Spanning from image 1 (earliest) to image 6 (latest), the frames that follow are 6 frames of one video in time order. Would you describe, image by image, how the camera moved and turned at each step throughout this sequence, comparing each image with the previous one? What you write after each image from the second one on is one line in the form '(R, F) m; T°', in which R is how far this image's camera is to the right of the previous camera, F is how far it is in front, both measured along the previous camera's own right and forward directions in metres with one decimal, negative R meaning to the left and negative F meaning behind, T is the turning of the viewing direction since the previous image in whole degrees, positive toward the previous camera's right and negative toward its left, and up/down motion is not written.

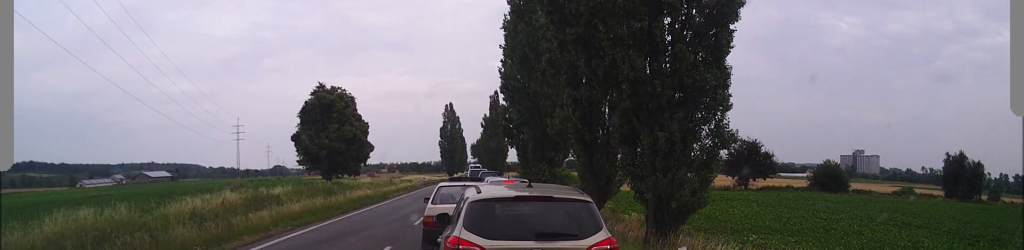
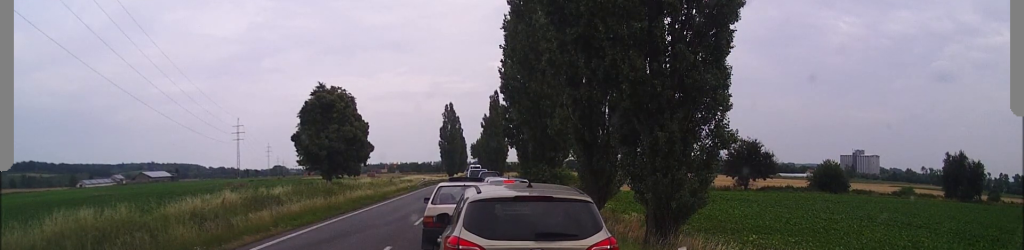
(0.0, 0.0) m; 0°
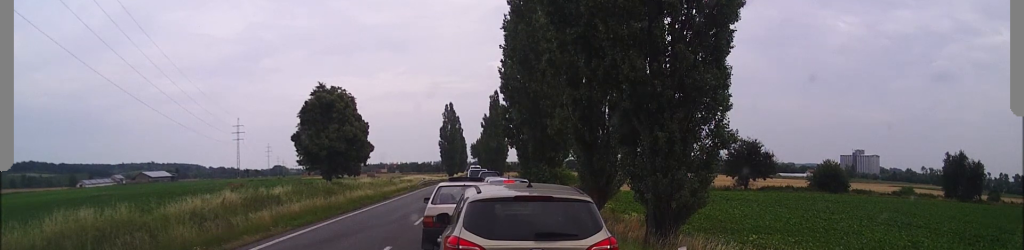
(0.0, 0.0) m; 0°
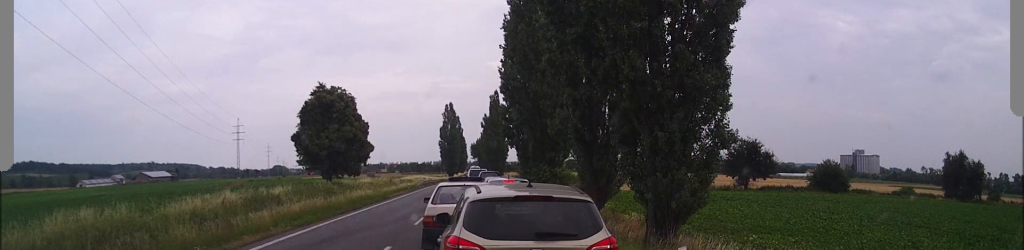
(0.0, 0.0) m; 0°
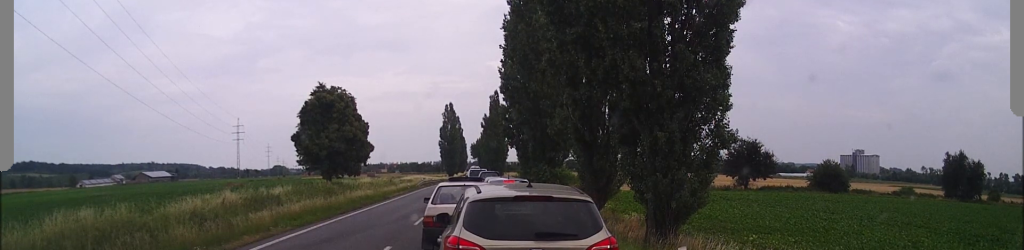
(0.0, 0.0) m; 0°
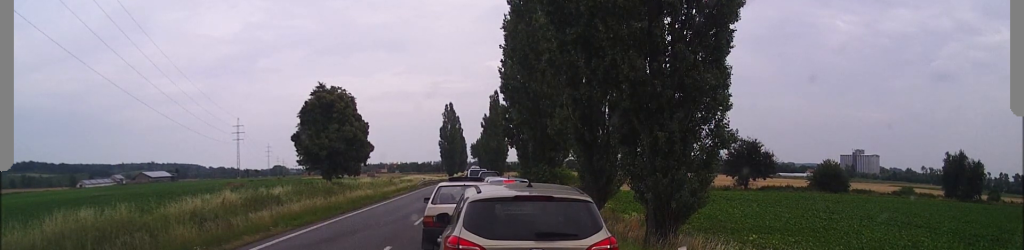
(0.0, 0.0) m; 0°
